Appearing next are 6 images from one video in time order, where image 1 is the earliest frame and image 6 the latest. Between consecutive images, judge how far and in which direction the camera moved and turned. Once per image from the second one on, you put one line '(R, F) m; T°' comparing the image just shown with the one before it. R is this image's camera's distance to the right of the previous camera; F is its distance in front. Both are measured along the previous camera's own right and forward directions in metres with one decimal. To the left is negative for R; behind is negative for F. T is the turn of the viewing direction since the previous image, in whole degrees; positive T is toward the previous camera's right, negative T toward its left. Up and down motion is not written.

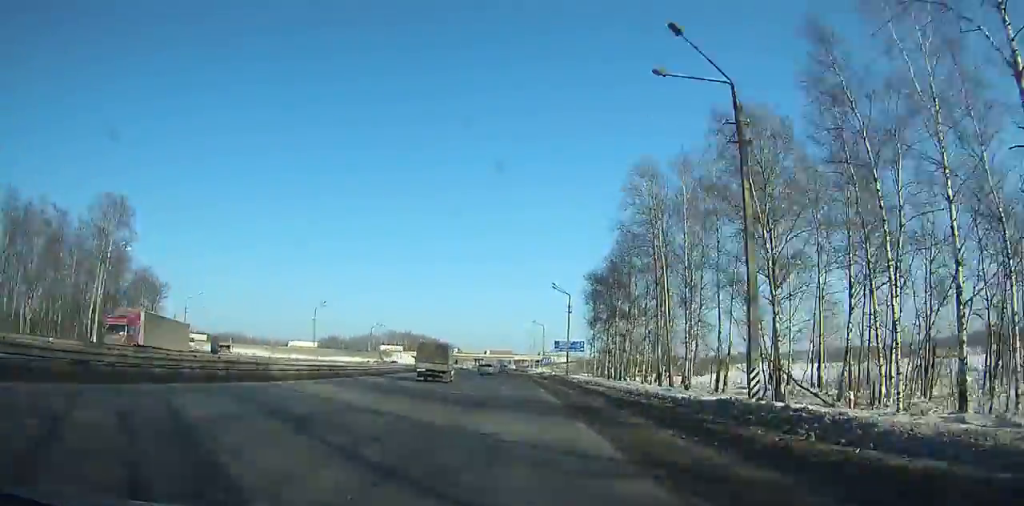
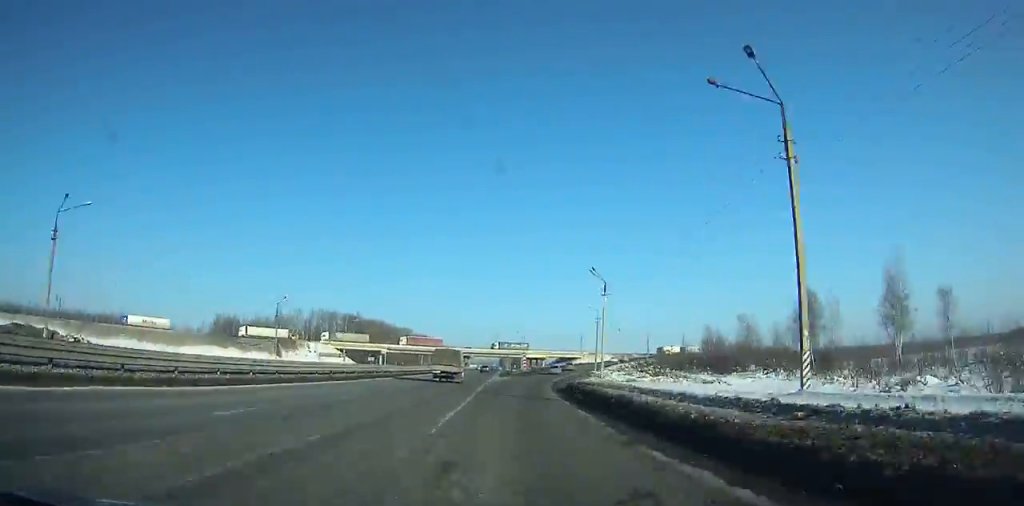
(-16.3, +133.9) m; 0°
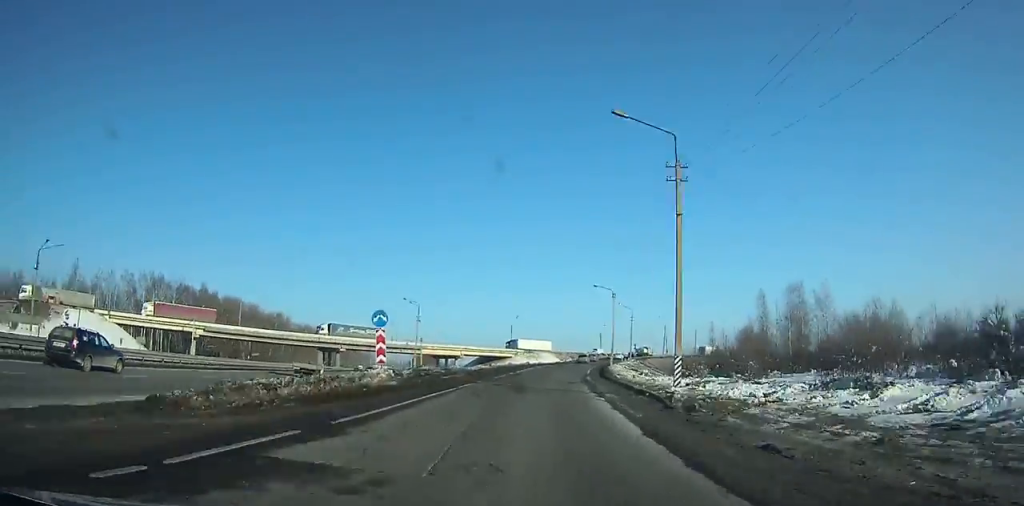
(+21.1, +86.5) m; +16°
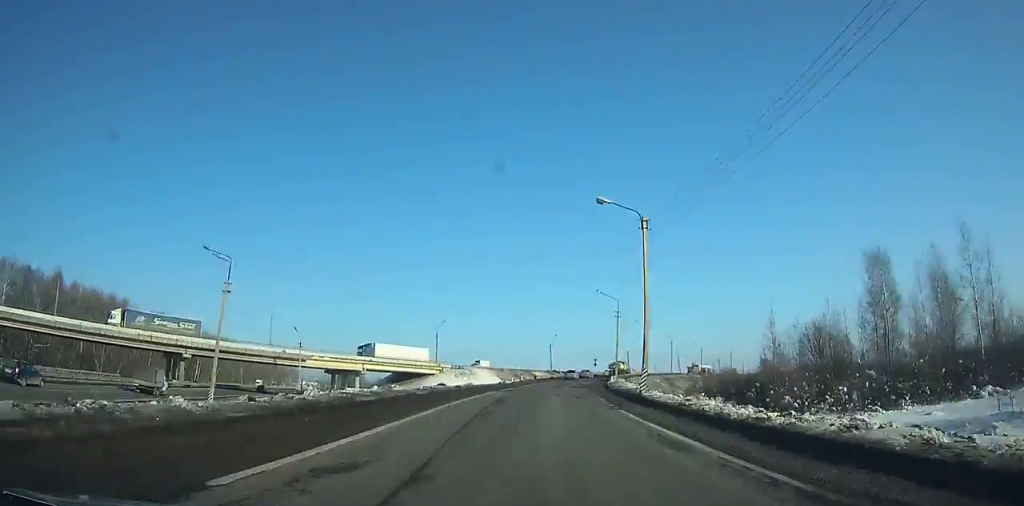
(-0.9, +48.5) m; +2°
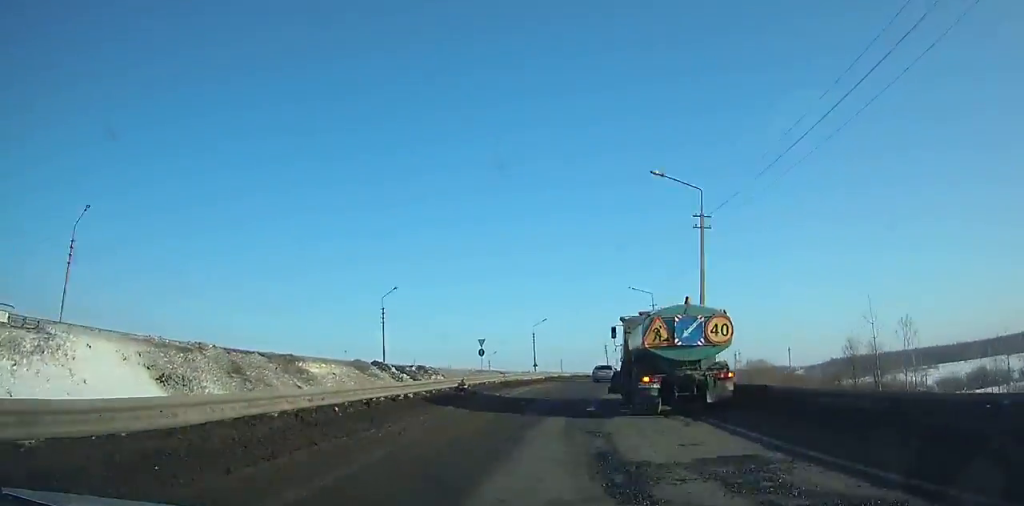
(+10.6, +84.3) m; +14°
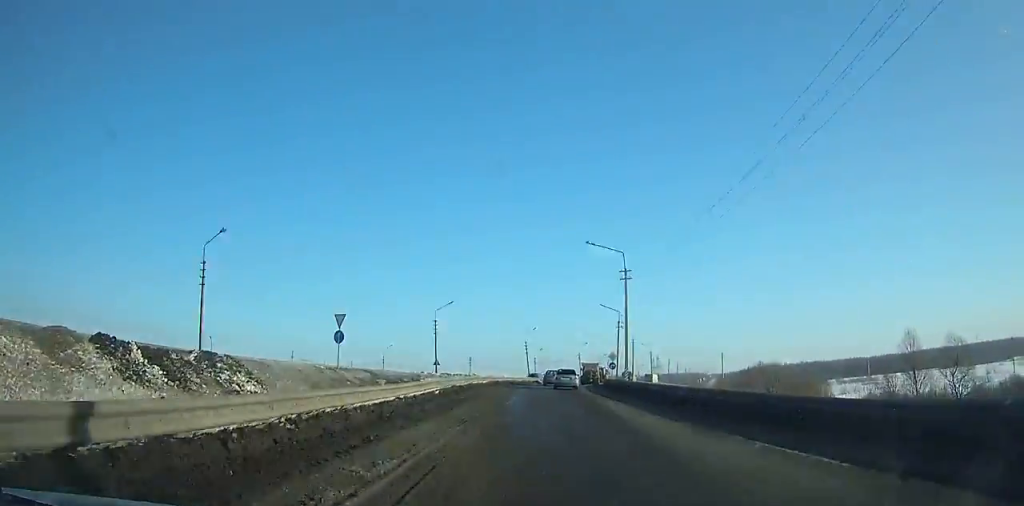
(+1.3, +28.1) m; +5°
